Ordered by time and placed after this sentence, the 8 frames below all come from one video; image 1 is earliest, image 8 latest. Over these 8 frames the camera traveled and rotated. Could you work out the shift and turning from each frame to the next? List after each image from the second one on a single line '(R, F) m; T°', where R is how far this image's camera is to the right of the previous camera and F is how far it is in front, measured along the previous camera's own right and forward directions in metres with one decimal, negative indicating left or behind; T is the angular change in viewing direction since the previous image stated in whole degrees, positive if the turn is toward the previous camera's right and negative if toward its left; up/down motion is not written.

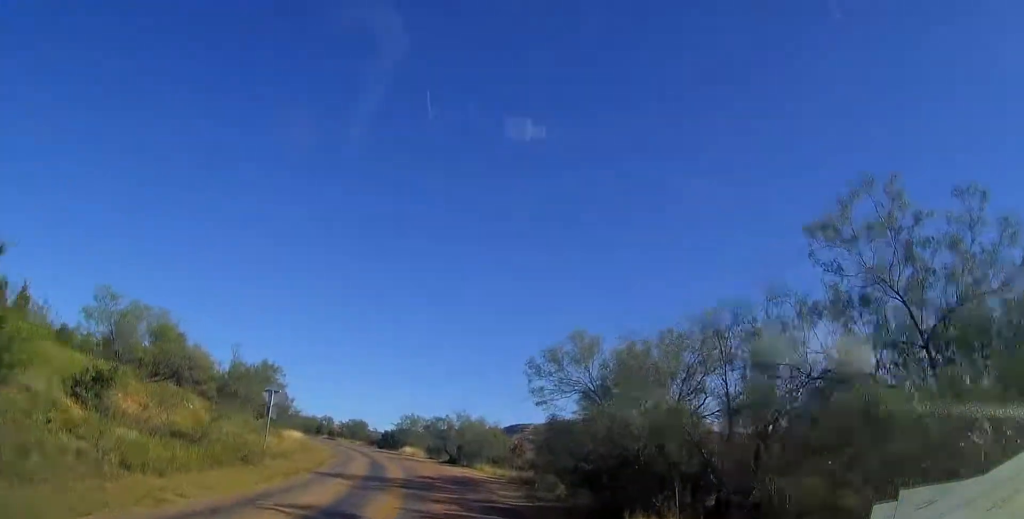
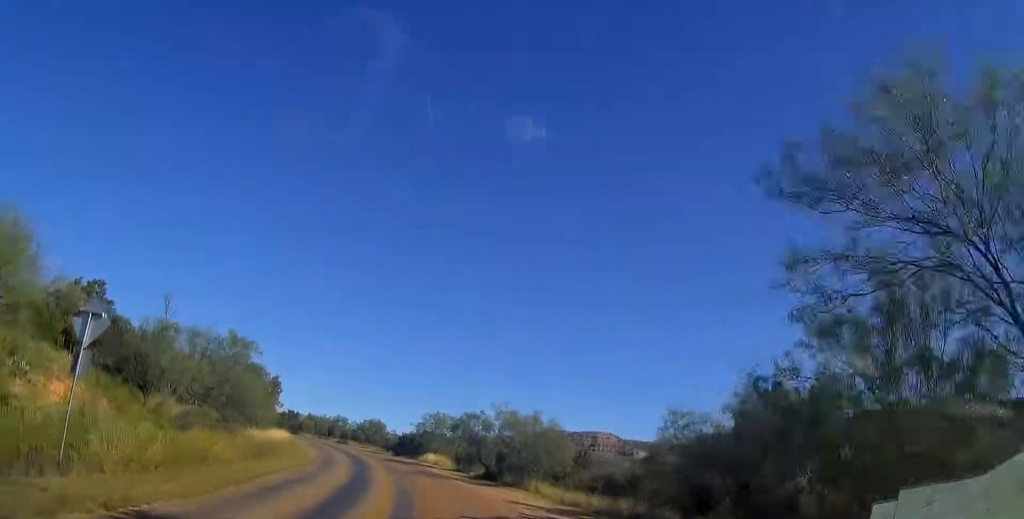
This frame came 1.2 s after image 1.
(-0.4, +16.2) m; -1°
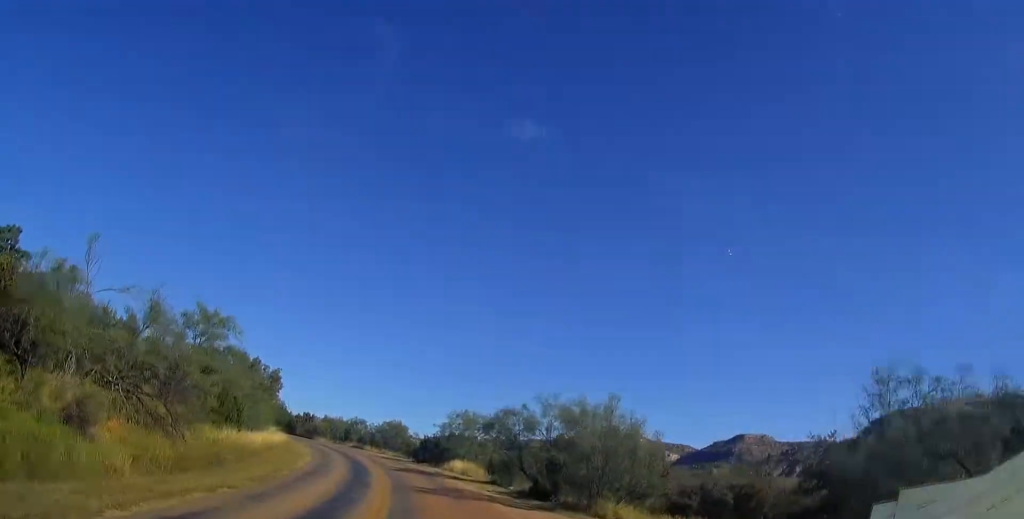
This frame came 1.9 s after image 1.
(+0.3, +9.4) m; -1°
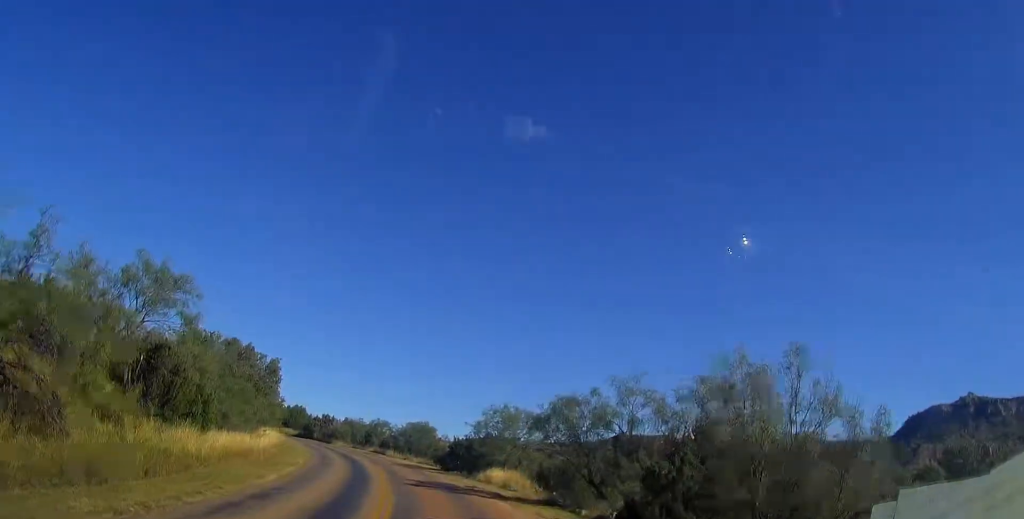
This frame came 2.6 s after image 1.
(-0.4, +9.5) m; -5°
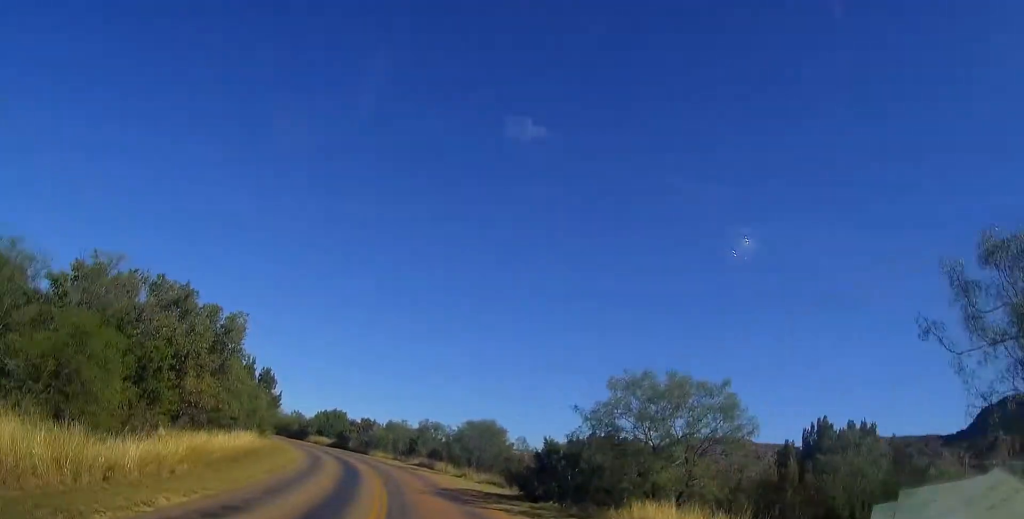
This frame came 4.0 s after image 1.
(-1.4, +18.7) m; -8°
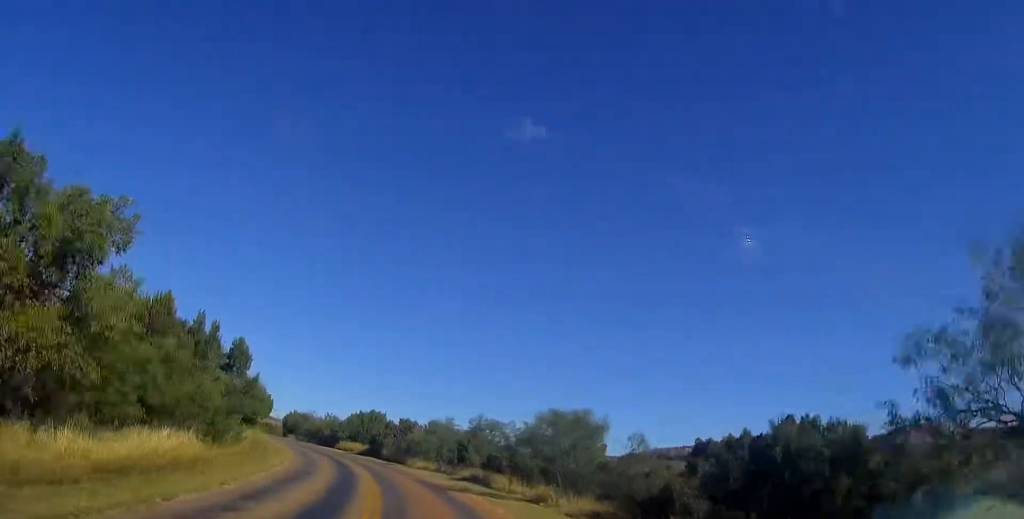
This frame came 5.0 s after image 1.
(-0.6, +13.6) m; -4°
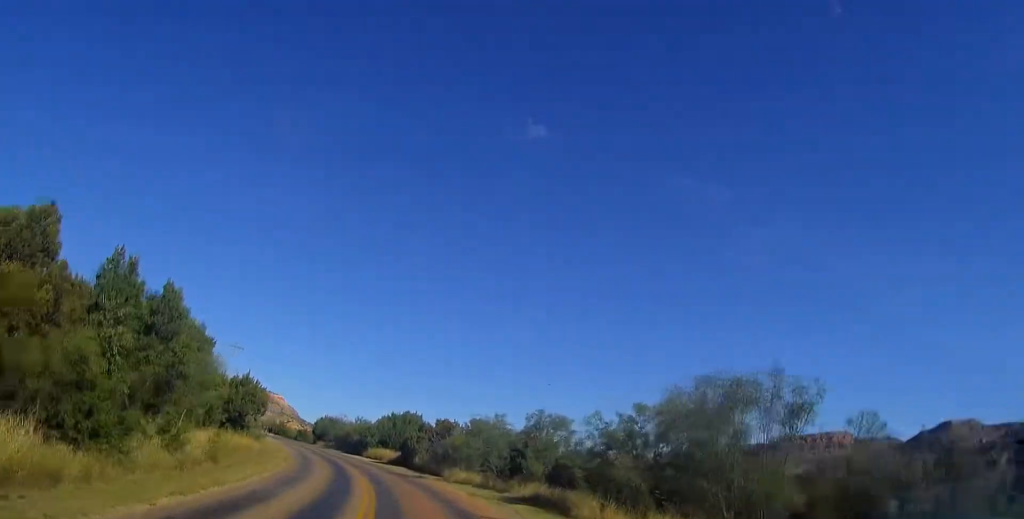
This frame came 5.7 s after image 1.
(+0.2, +10.6) m; -4°
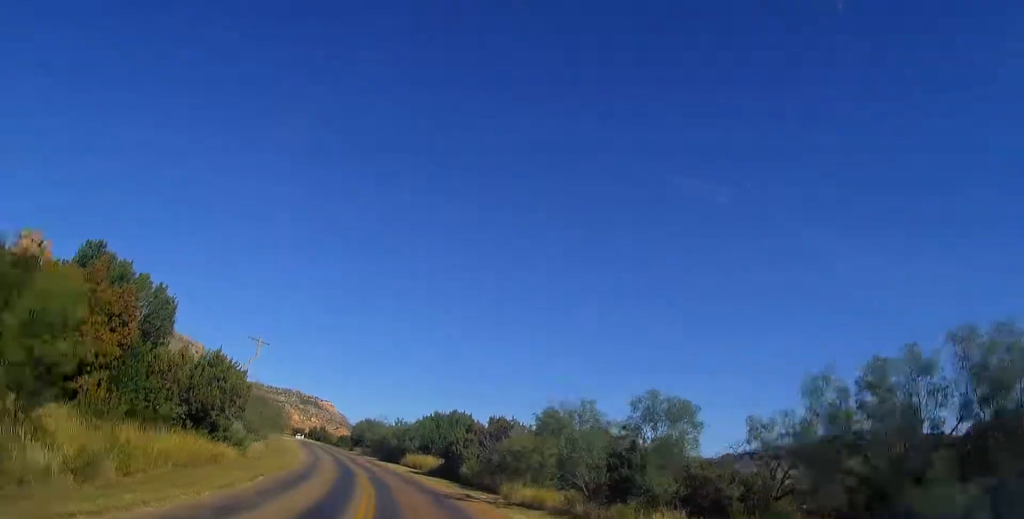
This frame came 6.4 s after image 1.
(-0.9, +10.7) m; -6°
